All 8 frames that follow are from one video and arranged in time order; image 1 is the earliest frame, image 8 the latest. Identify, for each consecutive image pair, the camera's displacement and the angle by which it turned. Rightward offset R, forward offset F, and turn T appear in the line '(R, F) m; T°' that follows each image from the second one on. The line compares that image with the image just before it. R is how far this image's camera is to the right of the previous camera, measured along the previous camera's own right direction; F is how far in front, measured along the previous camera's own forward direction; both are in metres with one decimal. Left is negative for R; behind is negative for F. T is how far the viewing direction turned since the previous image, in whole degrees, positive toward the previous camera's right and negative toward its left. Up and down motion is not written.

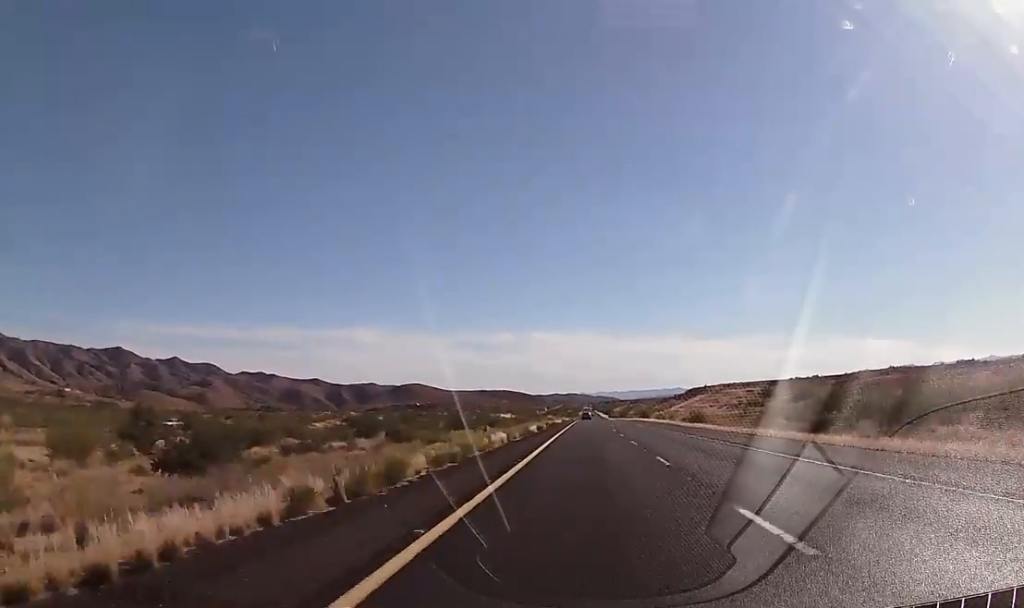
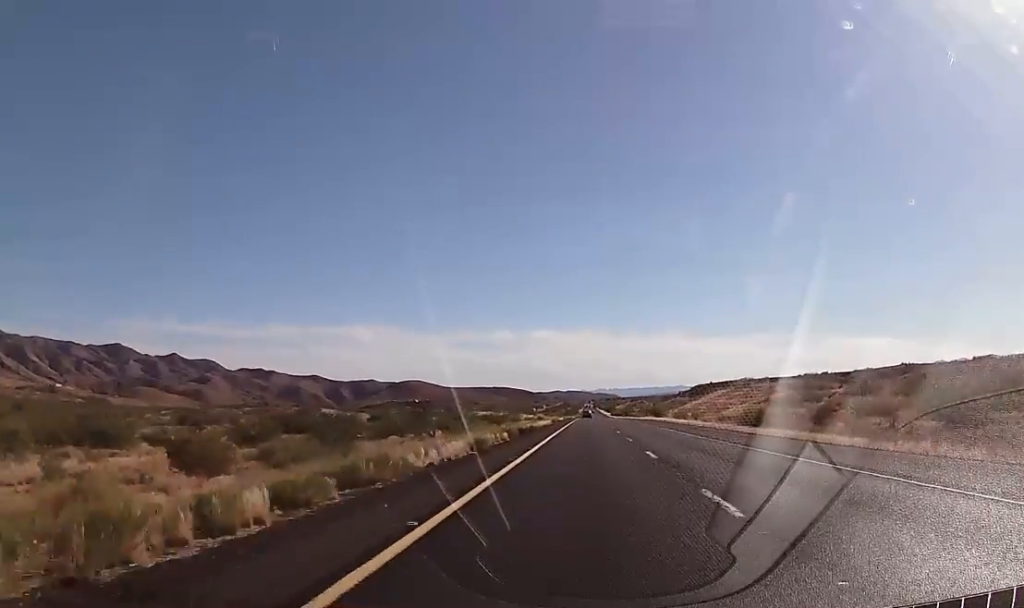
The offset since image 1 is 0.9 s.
(+0.2, +34.2) m; +1°
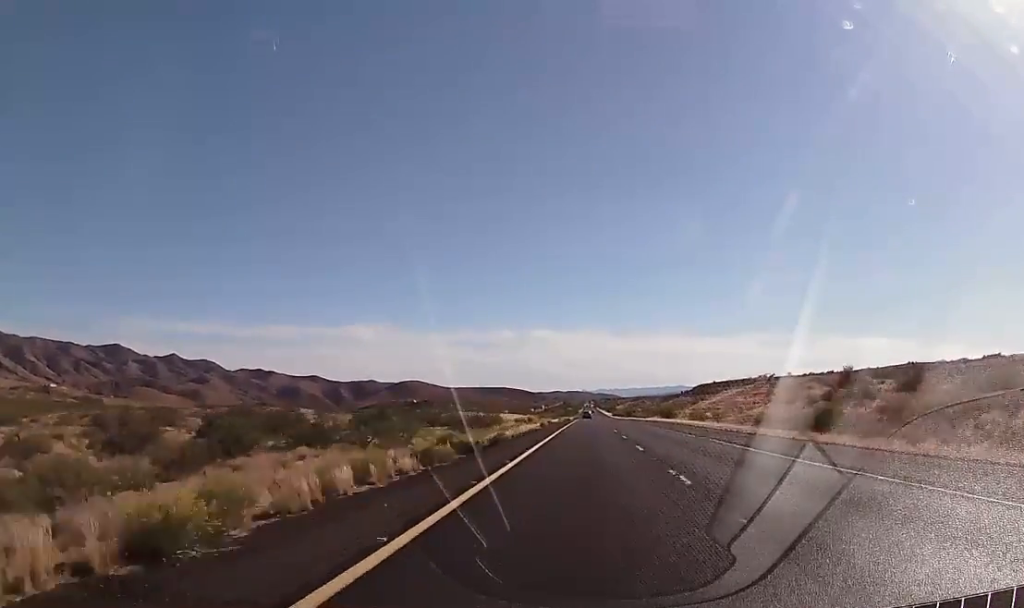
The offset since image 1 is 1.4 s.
(+0.2, +20.2) m; 0°
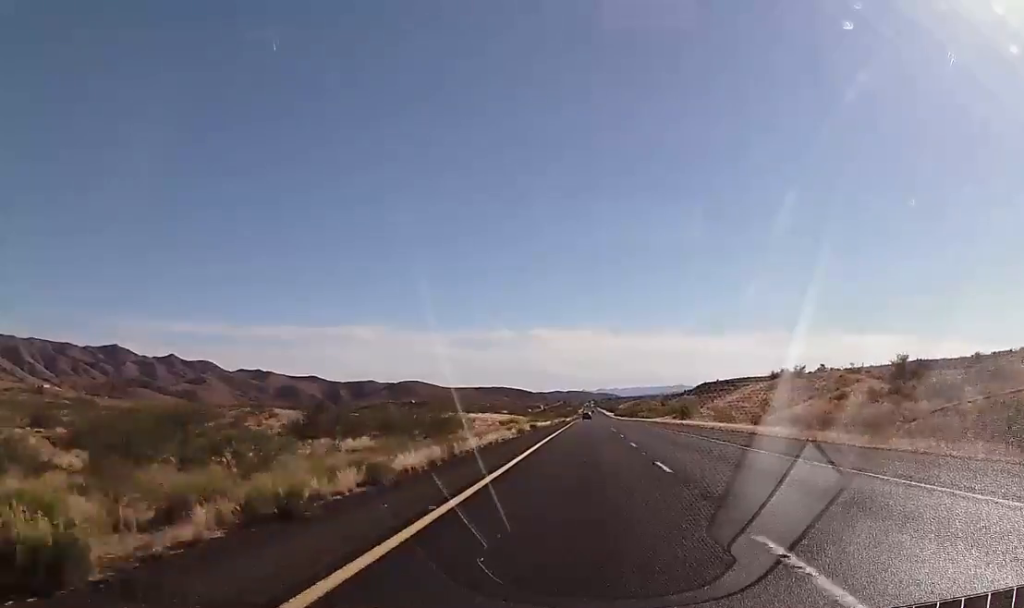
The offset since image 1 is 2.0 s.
(0.0, +21.5) m; 0°
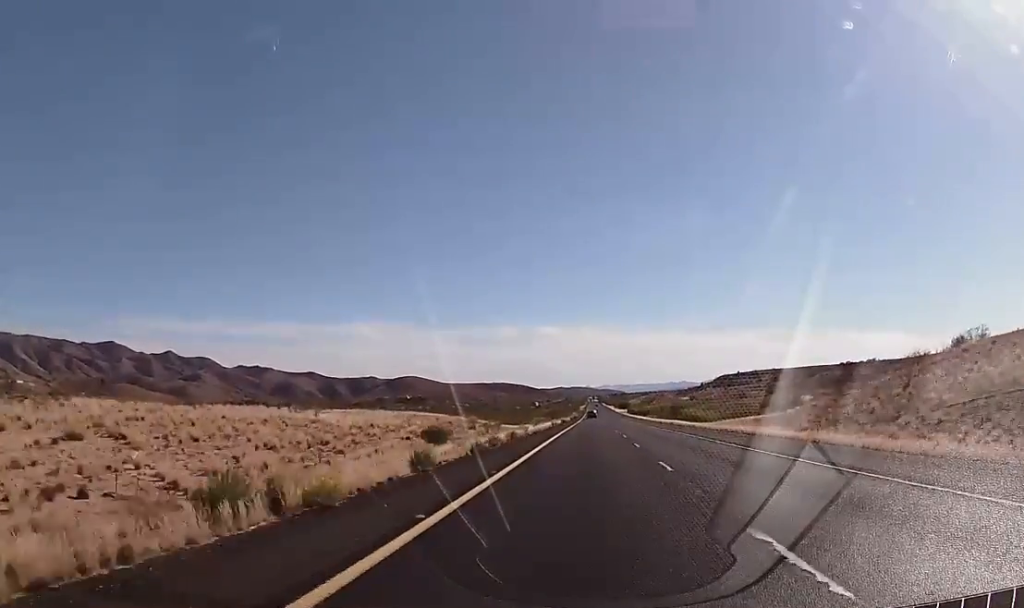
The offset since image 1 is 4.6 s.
(-1.3, +97.6) m; -1°
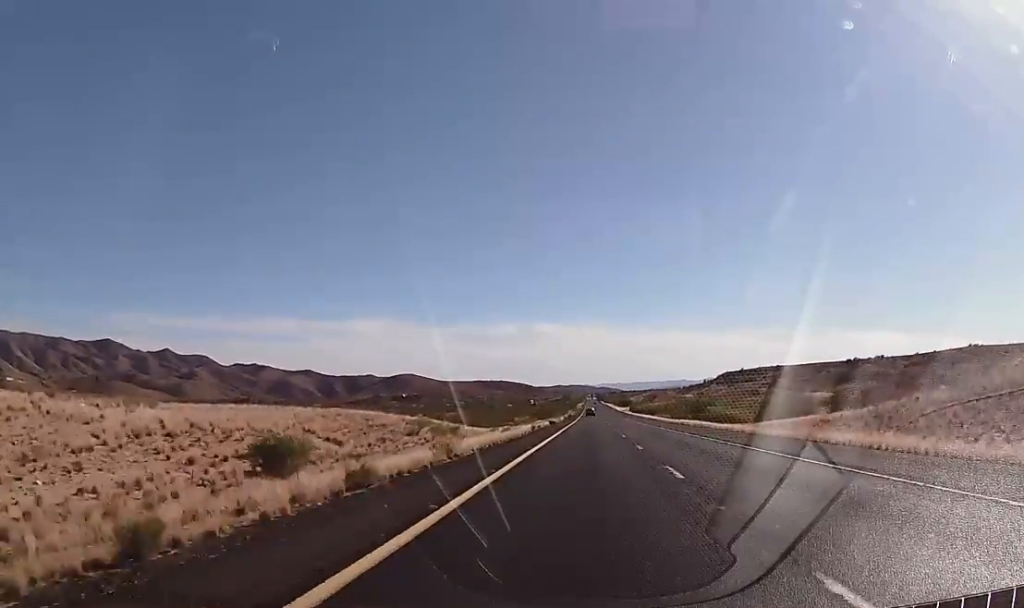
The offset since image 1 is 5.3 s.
(0.0, +26.6) m; 0°
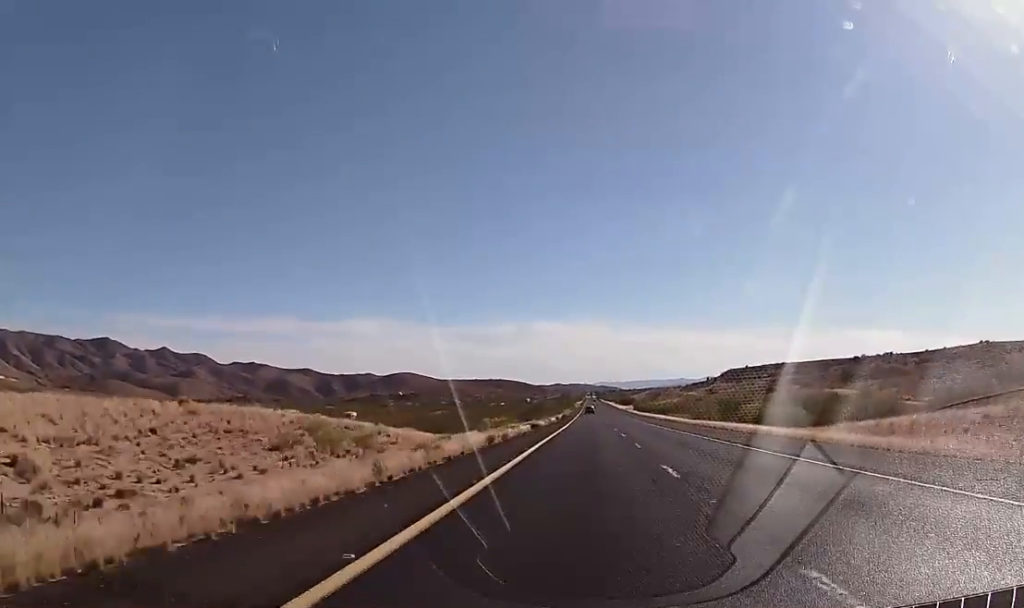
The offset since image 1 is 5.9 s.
(+0.1, +24.1) m; 0°
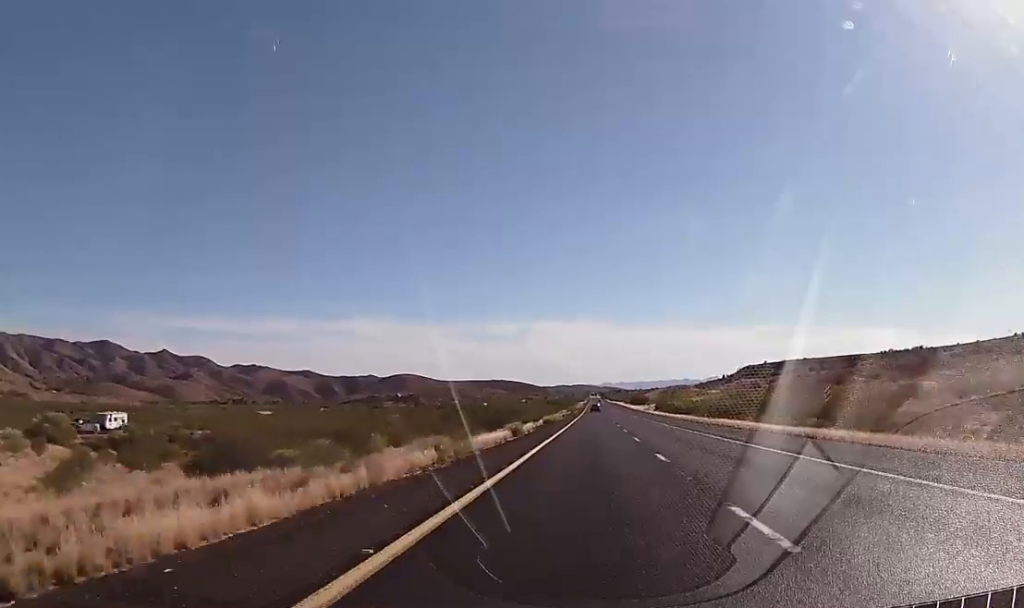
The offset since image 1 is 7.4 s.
(-0.1, +57.2) m; -1°
